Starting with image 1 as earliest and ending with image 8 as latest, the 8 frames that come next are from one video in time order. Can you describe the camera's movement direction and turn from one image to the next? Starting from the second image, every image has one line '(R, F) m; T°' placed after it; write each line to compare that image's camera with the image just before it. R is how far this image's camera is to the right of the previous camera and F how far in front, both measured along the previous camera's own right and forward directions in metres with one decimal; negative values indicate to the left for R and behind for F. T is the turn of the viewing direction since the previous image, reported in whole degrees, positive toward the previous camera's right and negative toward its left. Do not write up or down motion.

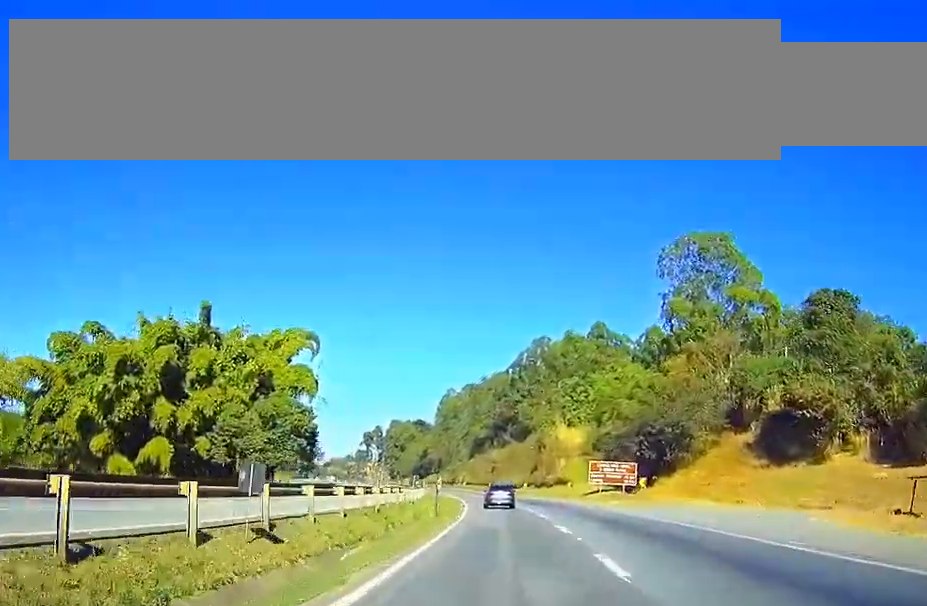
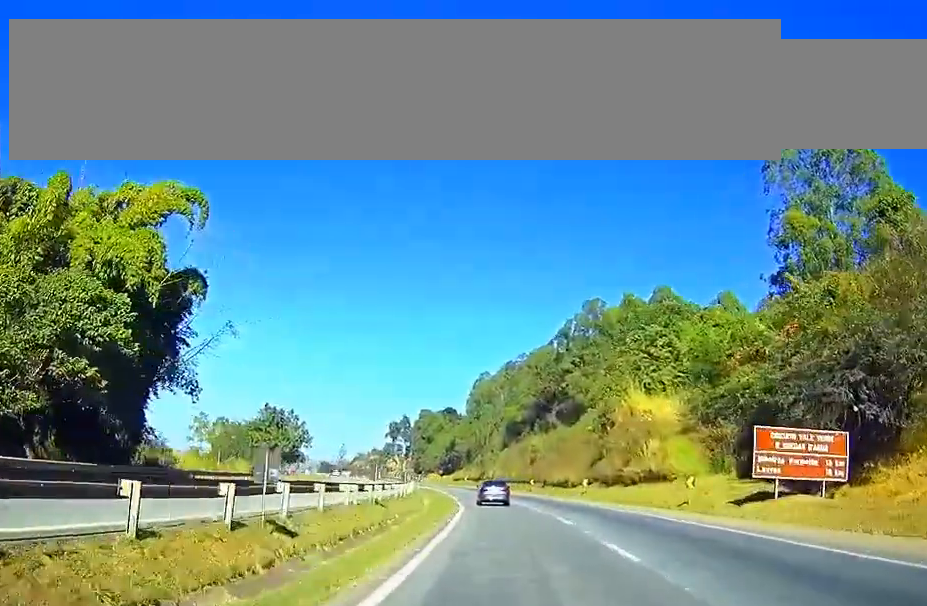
(-0.6, +44.7) m; -1°
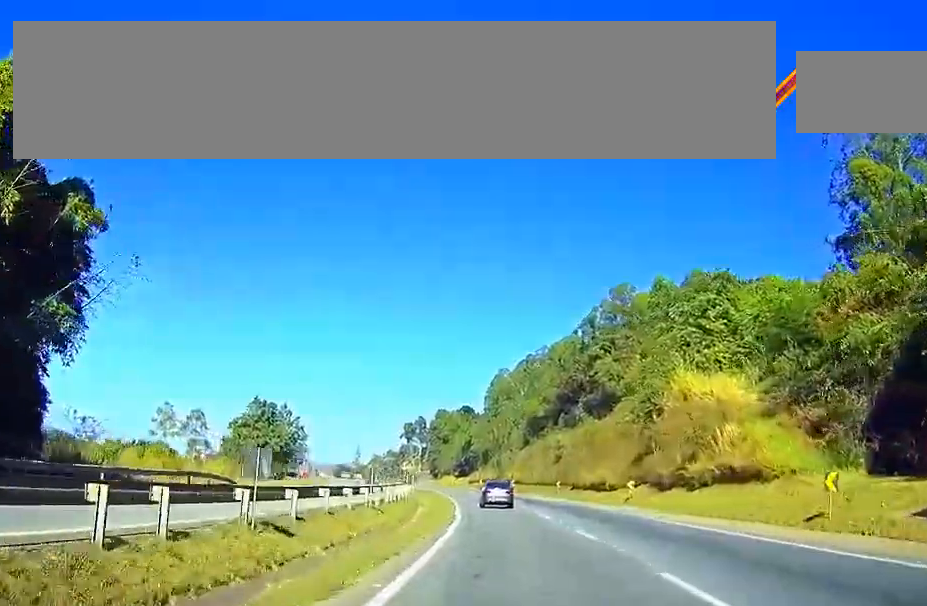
(0.0, +17.1) m; 0°
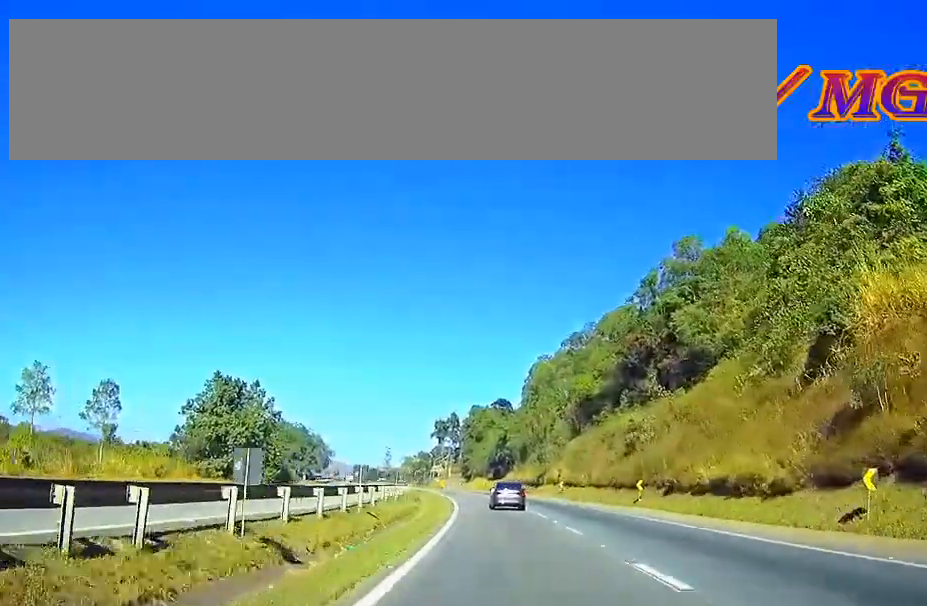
(0.0, +33.2) m; 0°
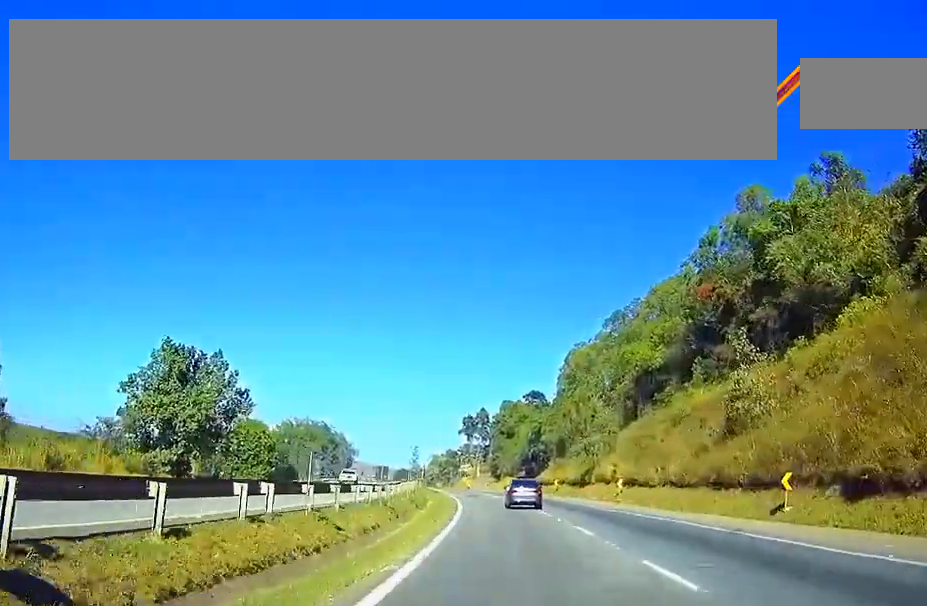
(0.0, +23.6) m; 0°
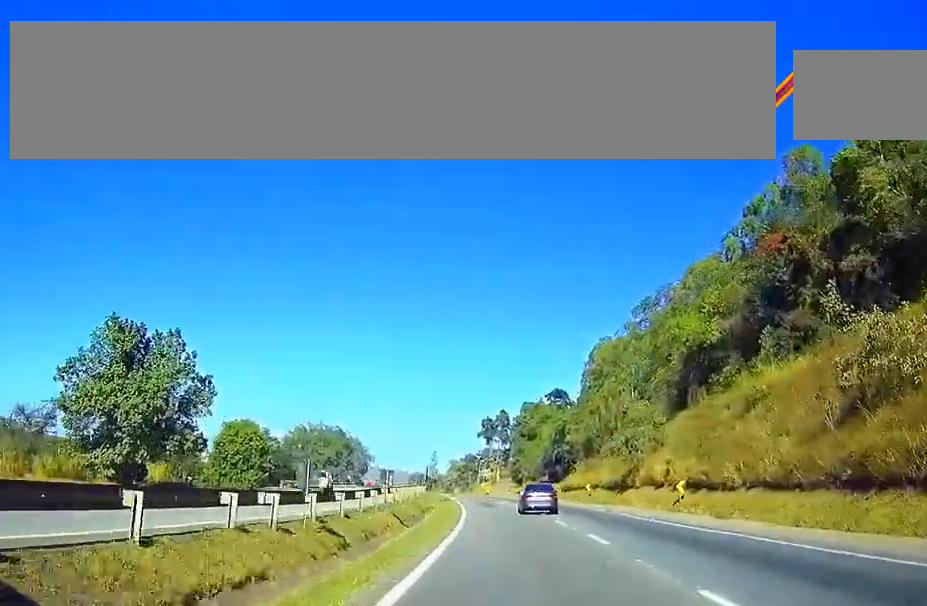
(0.0, +15.1) m; 0°
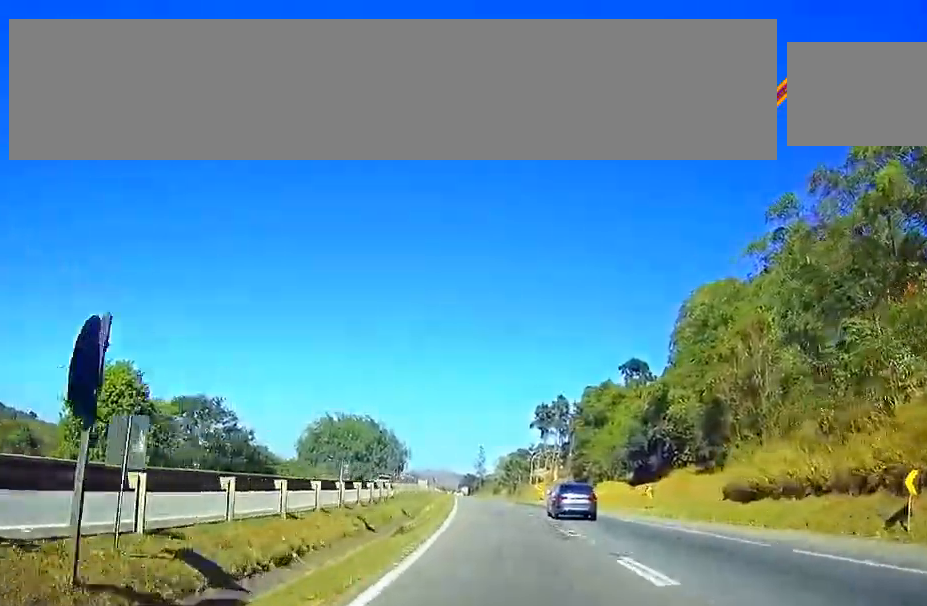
(0.0, +55.0) m; 0°
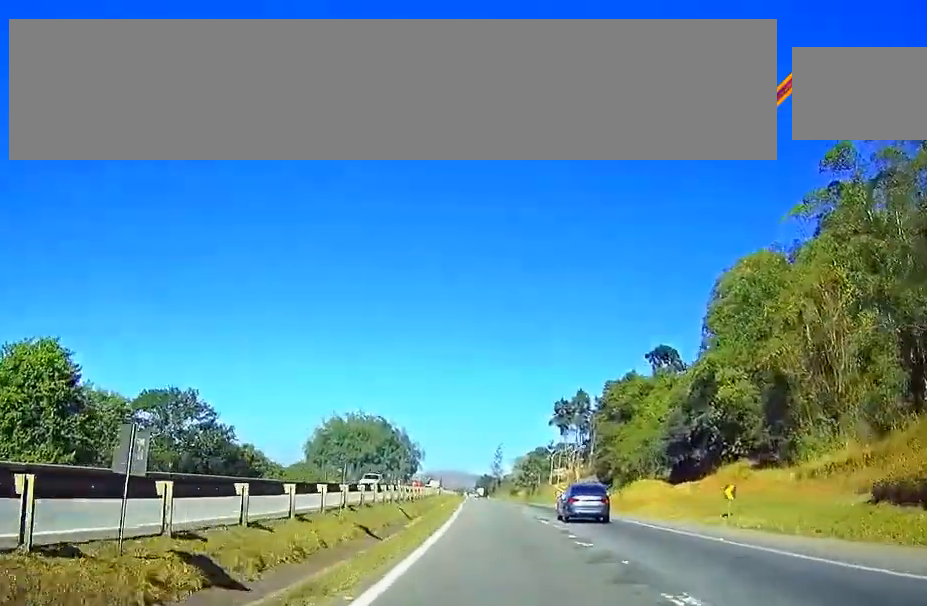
(0.0, +15.0) m; -1°
